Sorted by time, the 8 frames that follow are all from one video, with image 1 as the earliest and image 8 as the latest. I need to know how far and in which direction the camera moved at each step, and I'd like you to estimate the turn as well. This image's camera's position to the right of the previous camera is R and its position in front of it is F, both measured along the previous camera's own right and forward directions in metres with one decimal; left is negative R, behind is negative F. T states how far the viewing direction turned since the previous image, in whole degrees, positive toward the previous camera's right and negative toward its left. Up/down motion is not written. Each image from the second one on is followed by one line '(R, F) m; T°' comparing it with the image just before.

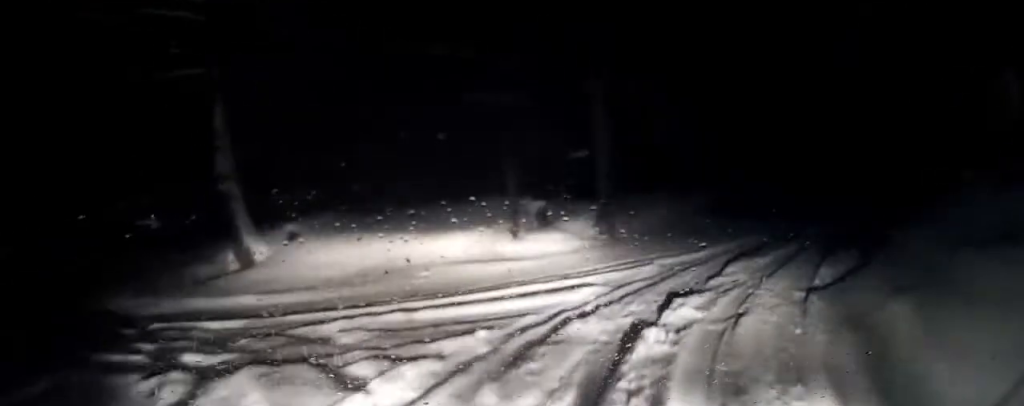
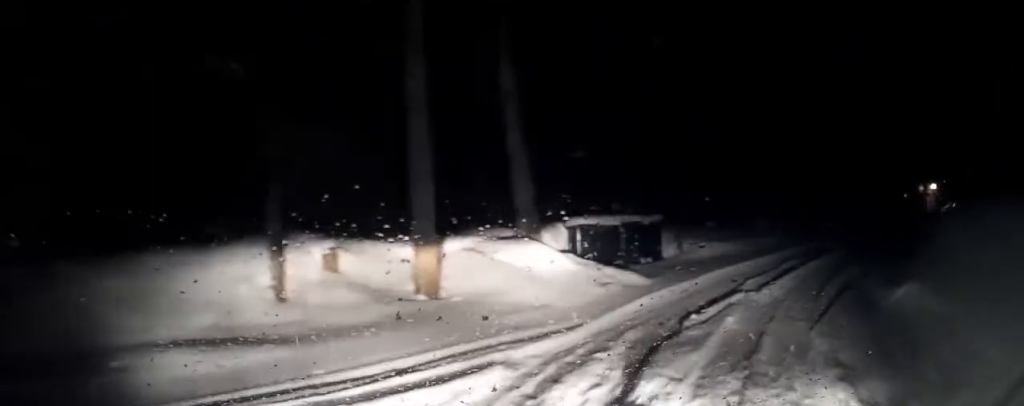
(+0.5, +4.1) m; +25°
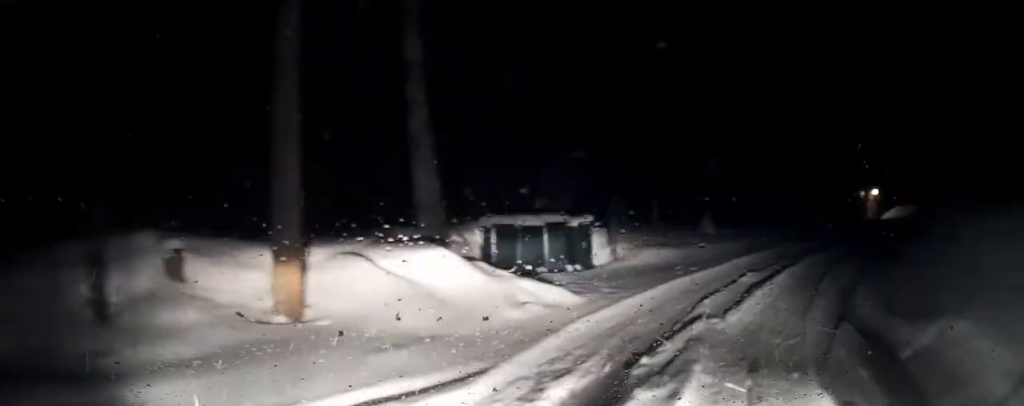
(+0.4, +1.9) m; +19°
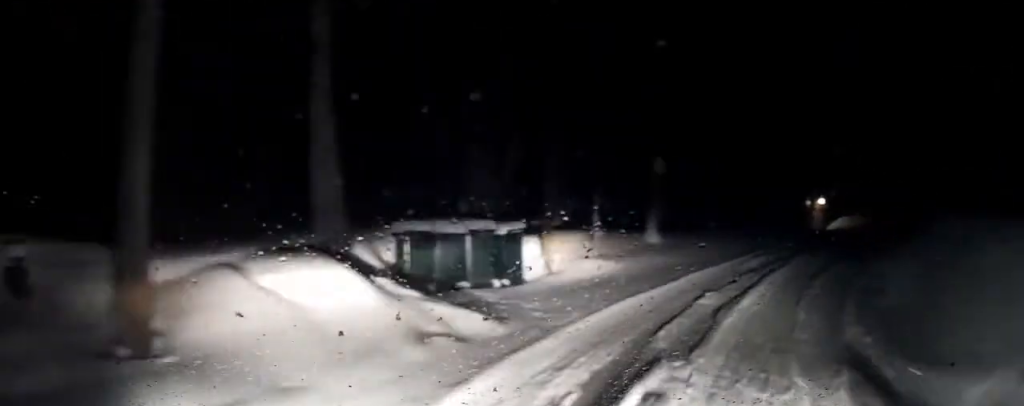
(+0.2, +1.4) m; +9°
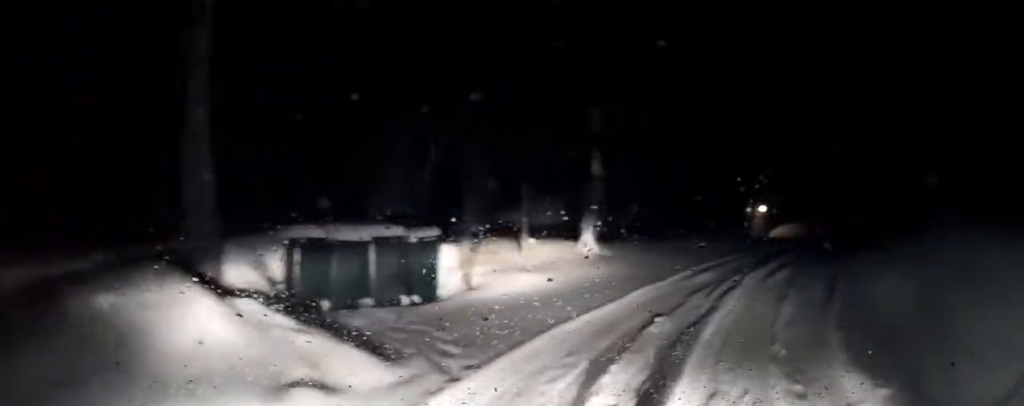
(+0.3, +1.5) m; +5°
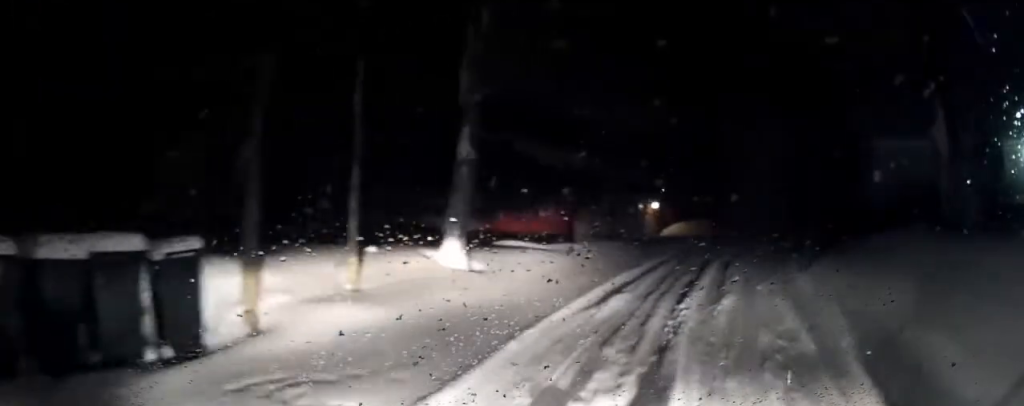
(+0.1, +3.4) m; -4°
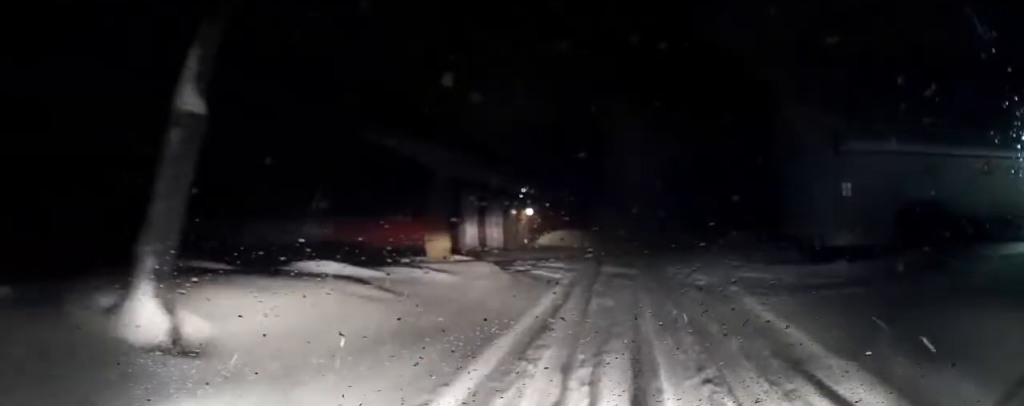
(-0.4, +5.0) m; -1°
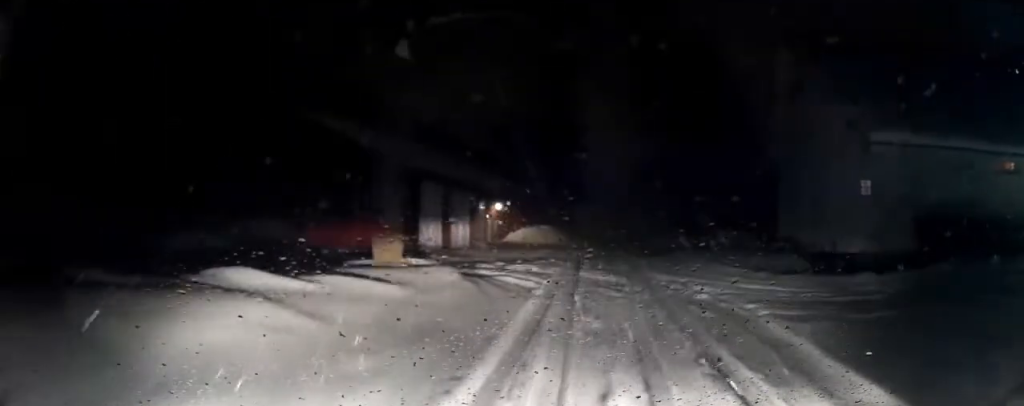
(+0.2, +2.0) m; +1°
